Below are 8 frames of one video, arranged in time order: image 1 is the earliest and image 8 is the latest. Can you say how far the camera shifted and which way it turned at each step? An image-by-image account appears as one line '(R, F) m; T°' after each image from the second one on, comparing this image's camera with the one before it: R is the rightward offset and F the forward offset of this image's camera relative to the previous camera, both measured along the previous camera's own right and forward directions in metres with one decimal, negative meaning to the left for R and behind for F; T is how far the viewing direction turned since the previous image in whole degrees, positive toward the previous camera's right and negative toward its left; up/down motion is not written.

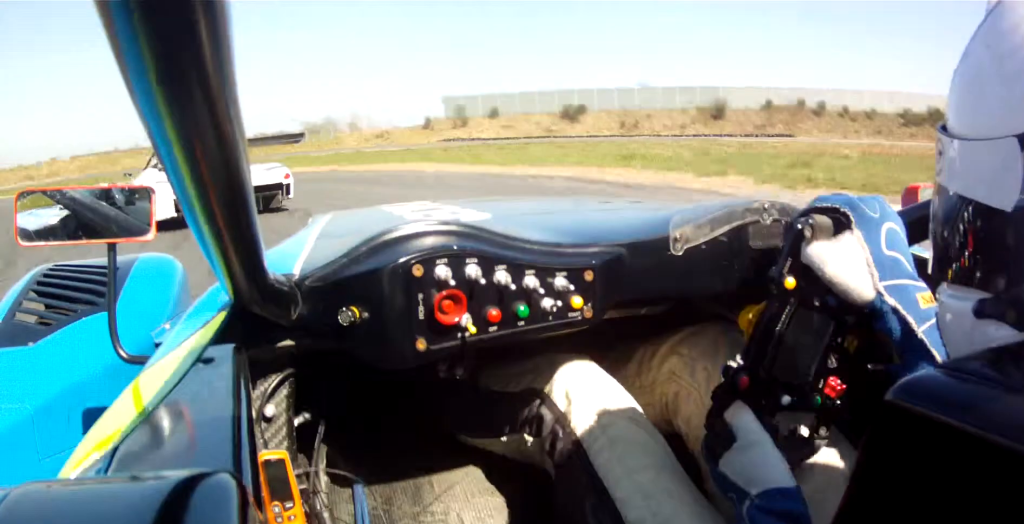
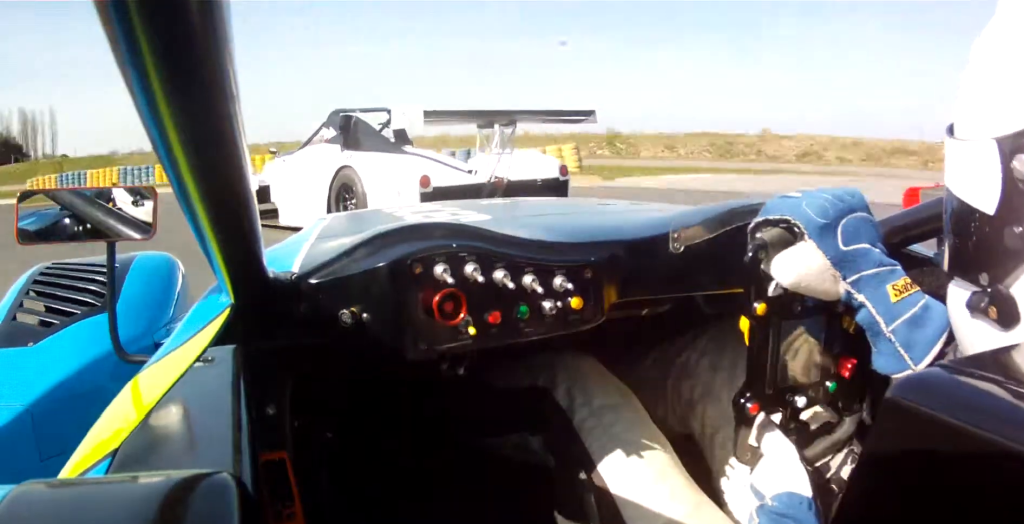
(-15.4, +26.0) m; -89°
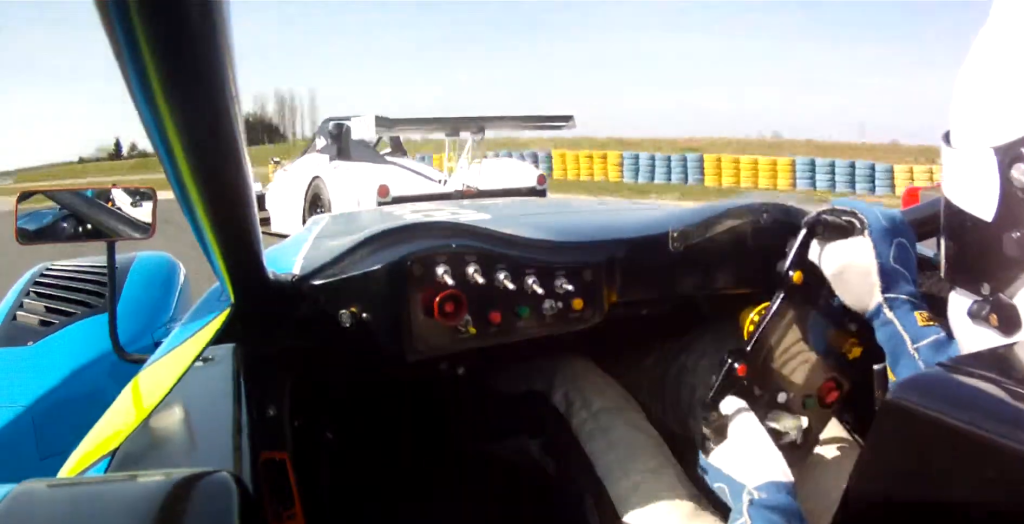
(-3.3, +7.7) m; -20°
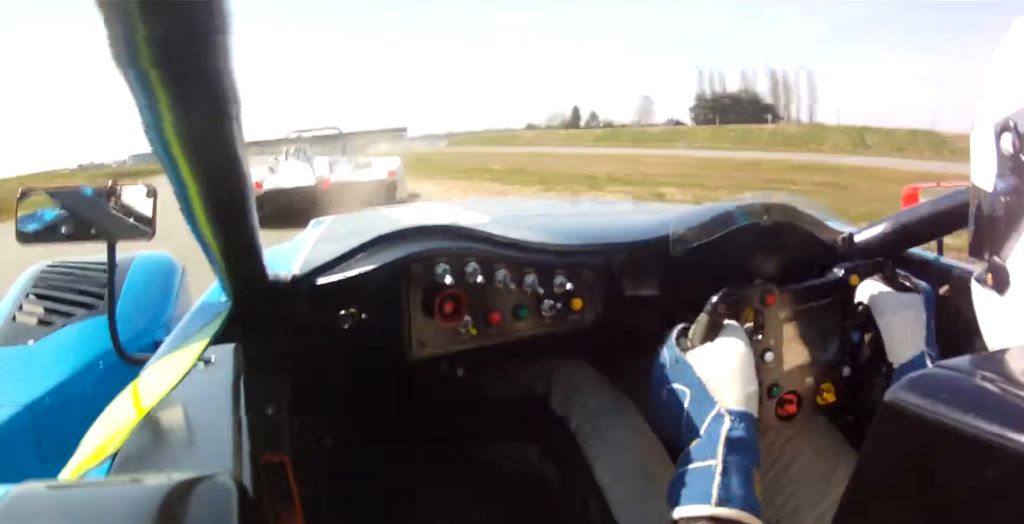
(-13.3, +30.9) m; -25°
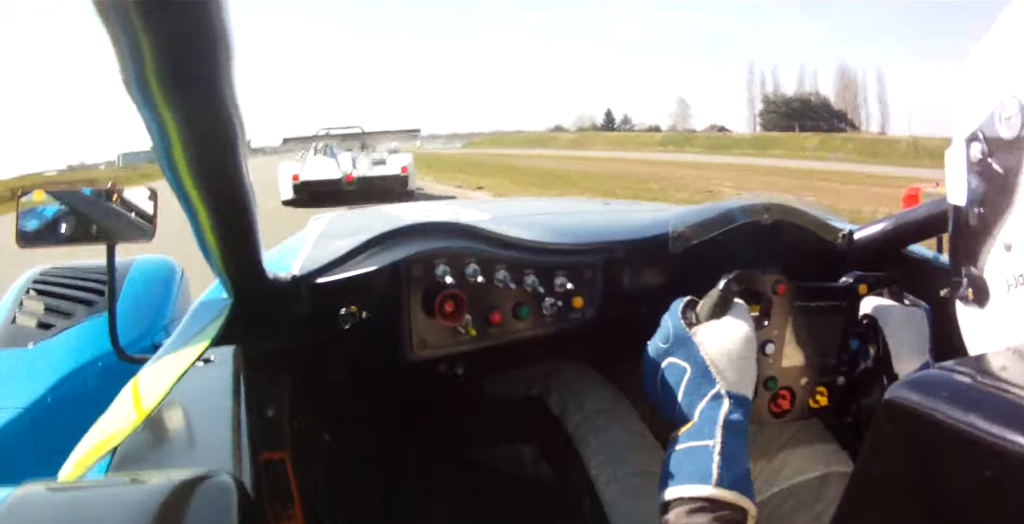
(0.0, +33.4) m; -4°
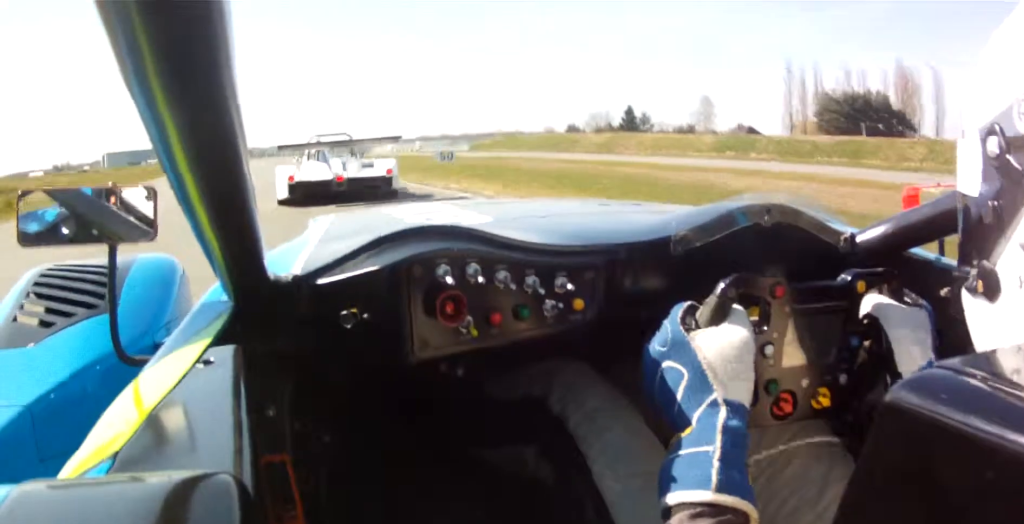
(-1.0, +26.3) m; 0°
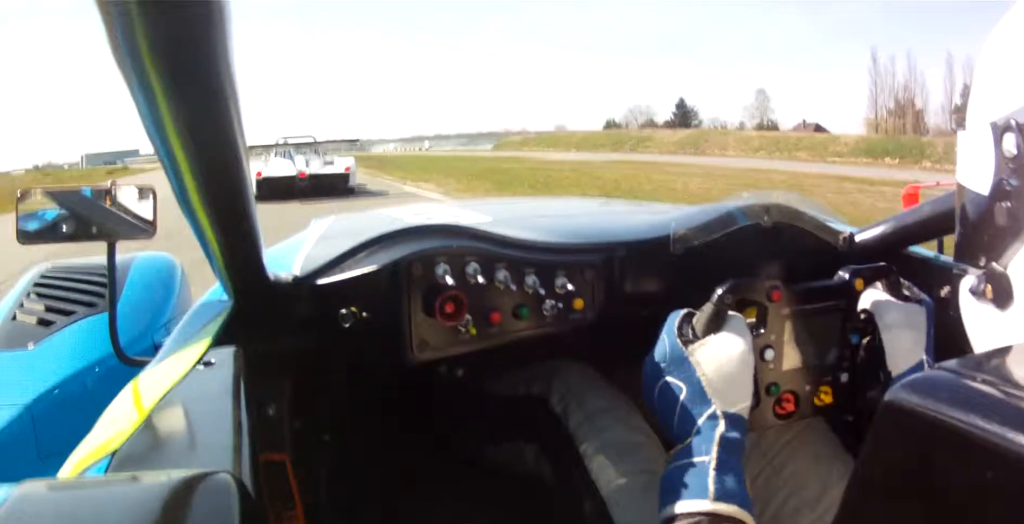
(-0.1, +40.7) m; -2°
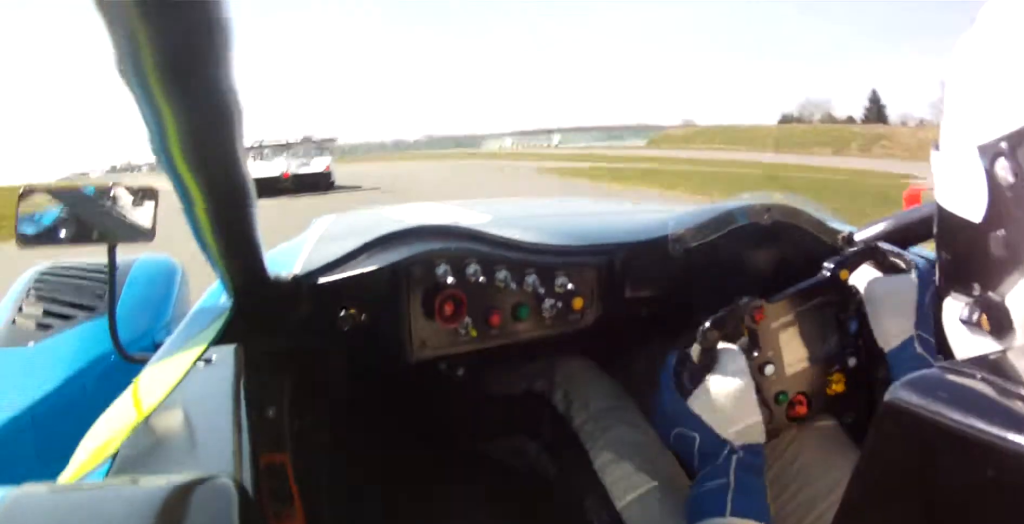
(-0.5, +38.8) m; -10°
